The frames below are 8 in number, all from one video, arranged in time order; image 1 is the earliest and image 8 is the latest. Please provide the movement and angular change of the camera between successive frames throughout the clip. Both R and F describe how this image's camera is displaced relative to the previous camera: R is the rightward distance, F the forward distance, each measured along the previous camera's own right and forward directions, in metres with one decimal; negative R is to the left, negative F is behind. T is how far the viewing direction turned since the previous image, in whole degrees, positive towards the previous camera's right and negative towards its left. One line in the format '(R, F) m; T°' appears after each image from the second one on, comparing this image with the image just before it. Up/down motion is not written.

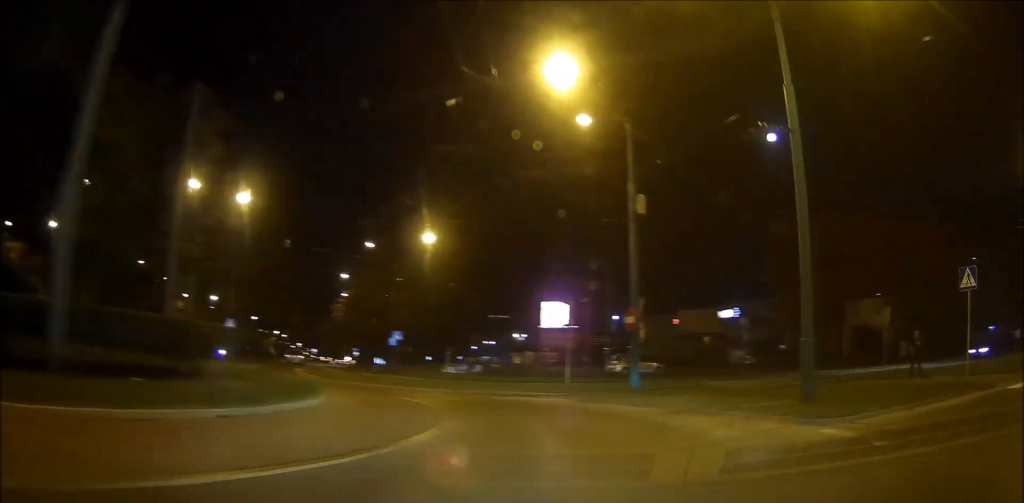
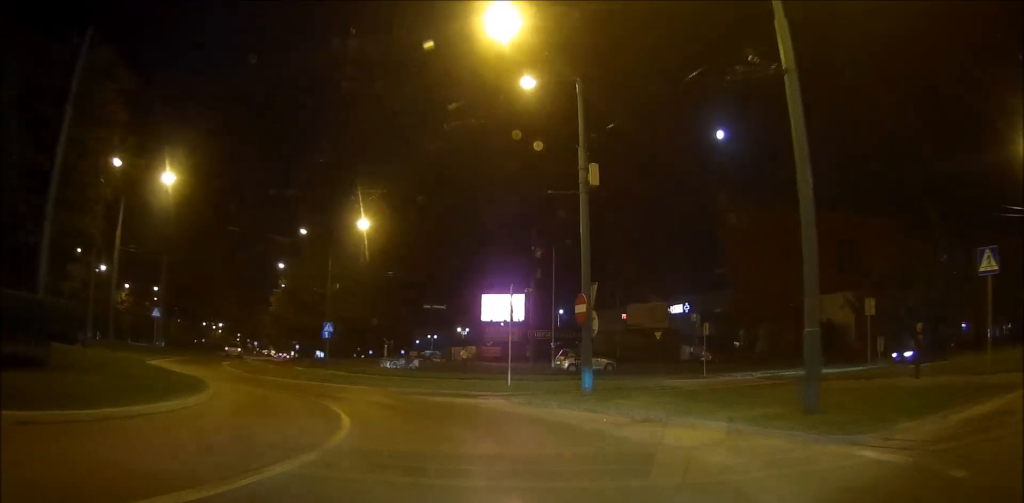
(+0.3, +3.6) m; +3°
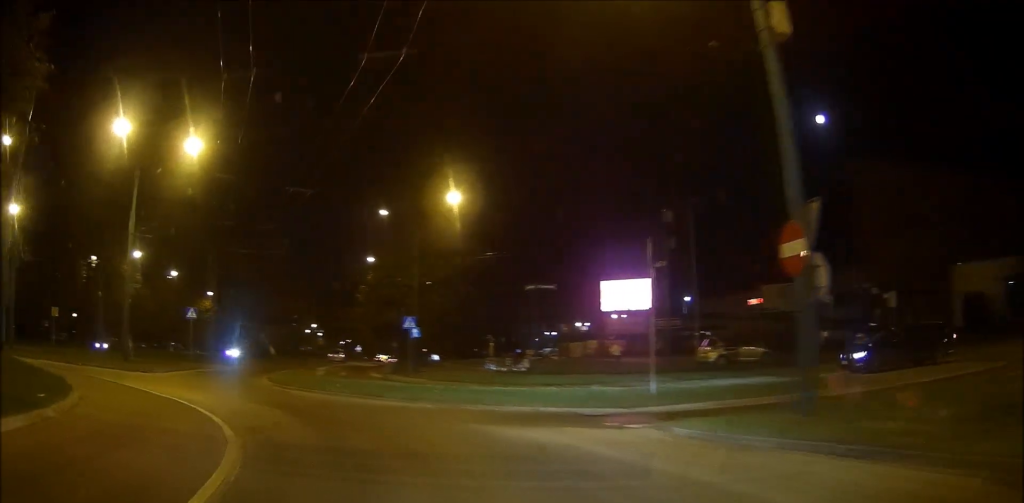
(-0.1, +9.5) m; -12°
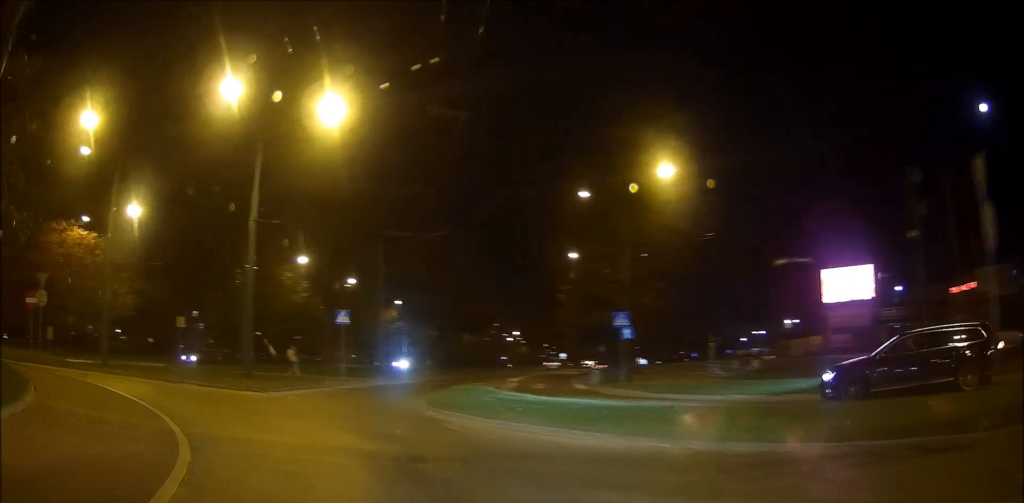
(-1.3, +6.5) m; -11°
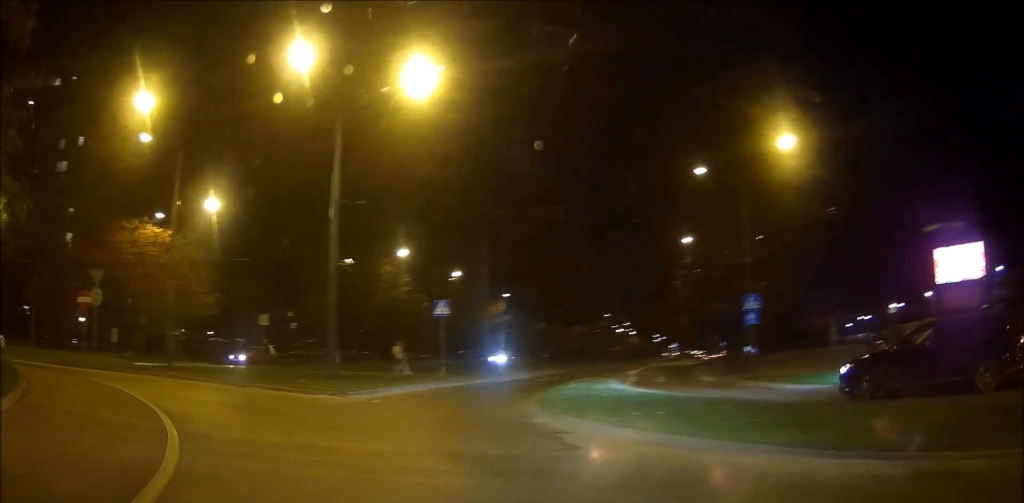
(0.0, +2.9) m; 0°
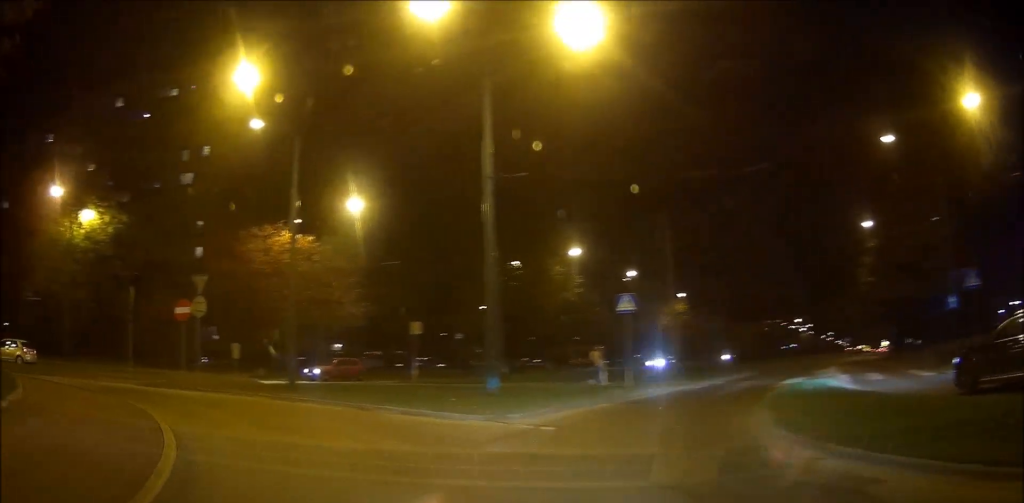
(0.0, +4.2) m; -9°
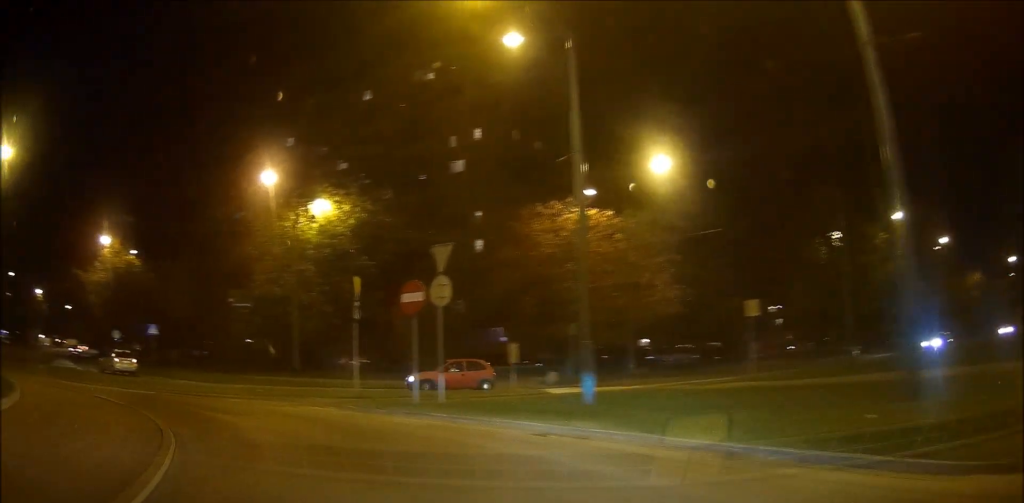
(-1.6, +6.9) m; -26°
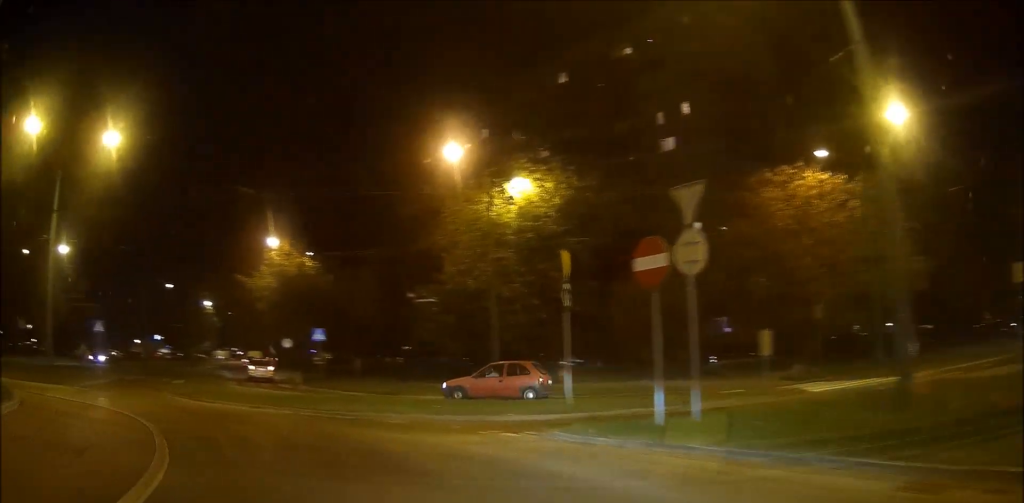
(-0.5, +5.4) m; -9°
